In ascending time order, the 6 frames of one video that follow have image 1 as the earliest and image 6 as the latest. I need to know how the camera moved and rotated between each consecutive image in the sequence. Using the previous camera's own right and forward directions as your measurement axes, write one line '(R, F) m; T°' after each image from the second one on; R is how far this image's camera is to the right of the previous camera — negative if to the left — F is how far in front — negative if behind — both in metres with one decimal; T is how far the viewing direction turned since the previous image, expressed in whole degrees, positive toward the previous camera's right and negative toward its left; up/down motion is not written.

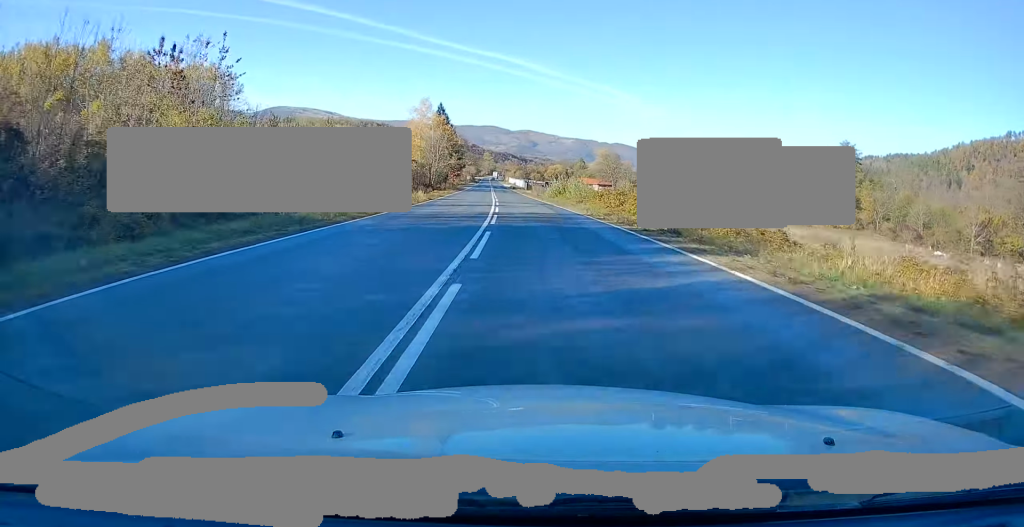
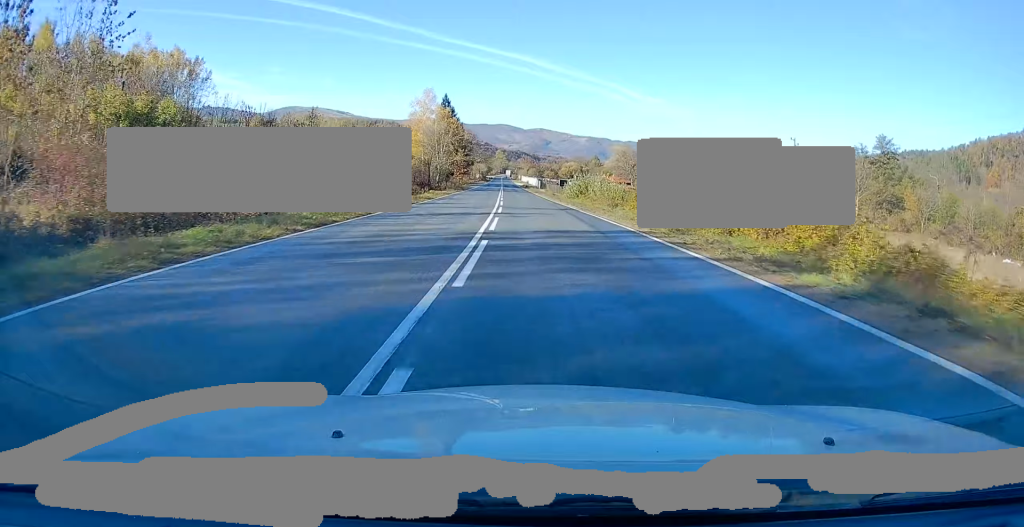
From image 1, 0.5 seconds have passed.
(-0.3, +12.2) m; -1°
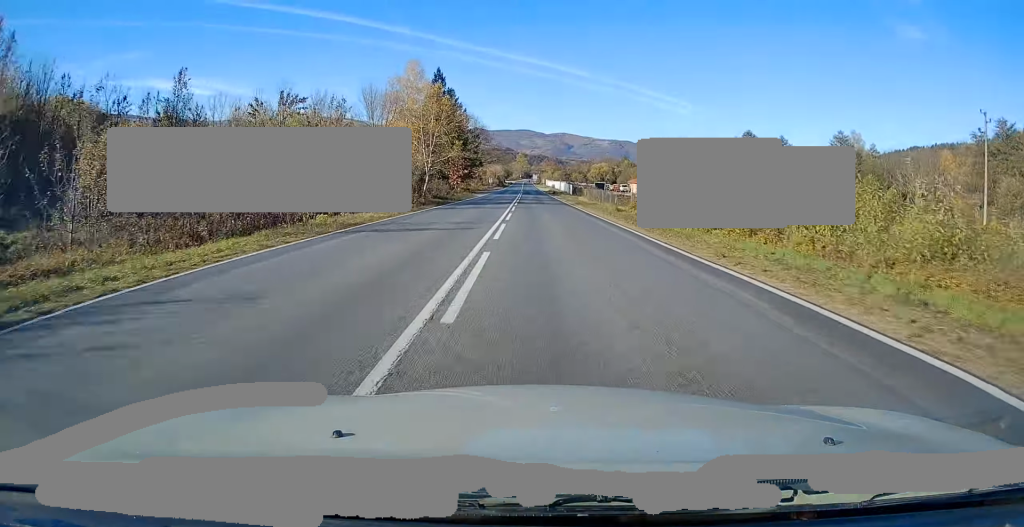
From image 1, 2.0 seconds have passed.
(-0.9, +37.4) m; -2°
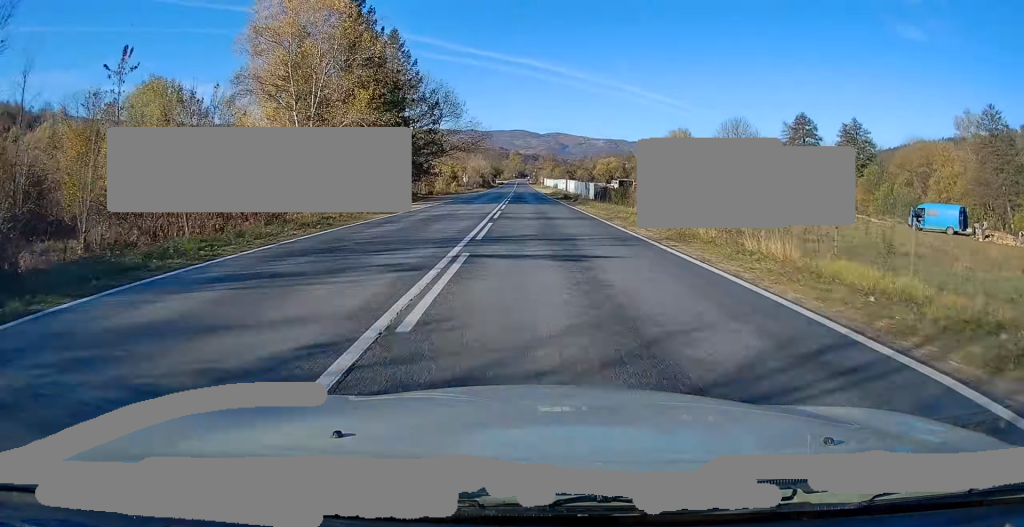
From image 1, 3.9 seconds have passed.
(-0.9, +44.7) m; 0°
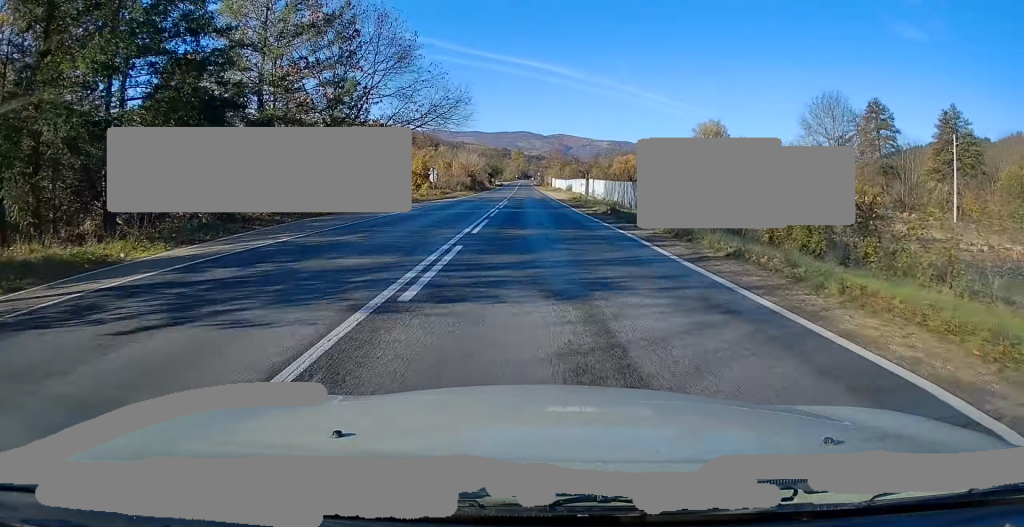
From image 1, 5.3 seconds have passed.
(+0.5, +33.9) m; 0°
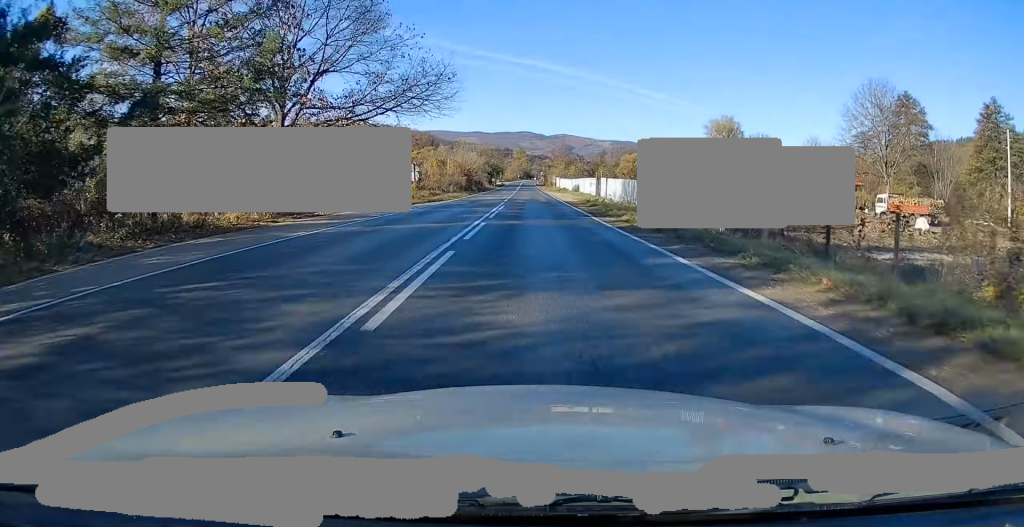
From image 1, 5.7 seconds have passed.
(-0.2, +10.5) m; 0°
